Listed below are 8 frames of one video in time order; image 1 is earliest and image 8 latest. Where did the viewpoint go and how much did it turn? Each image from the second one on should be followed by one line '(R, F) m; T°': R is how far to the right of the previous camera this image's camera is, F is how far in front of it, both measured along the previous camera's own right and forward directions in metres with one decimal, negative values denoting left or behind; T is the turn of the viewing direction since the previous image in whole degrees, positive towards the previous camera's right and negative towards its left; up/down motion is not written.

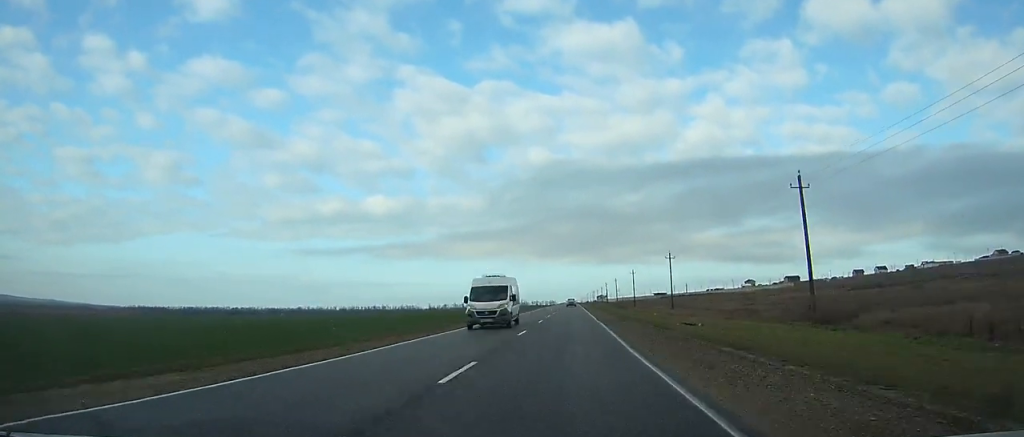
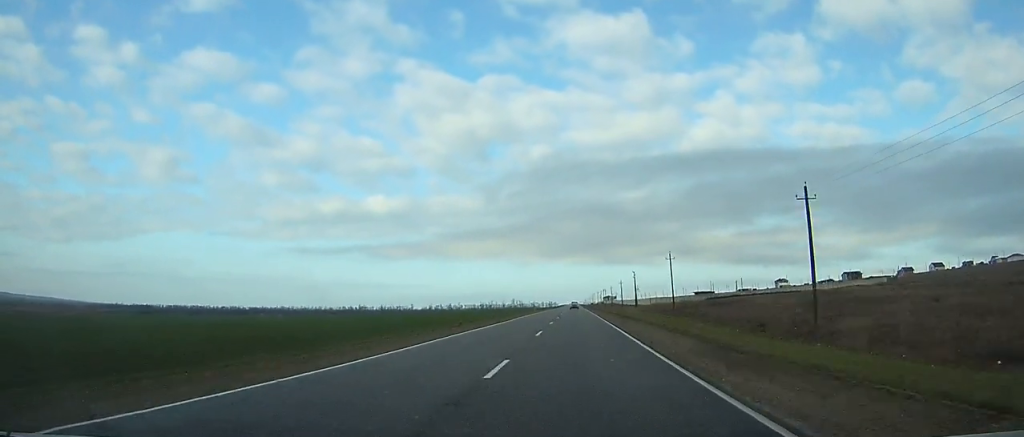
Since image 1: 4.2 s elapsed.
(+0.2, +106.9) m; 0°
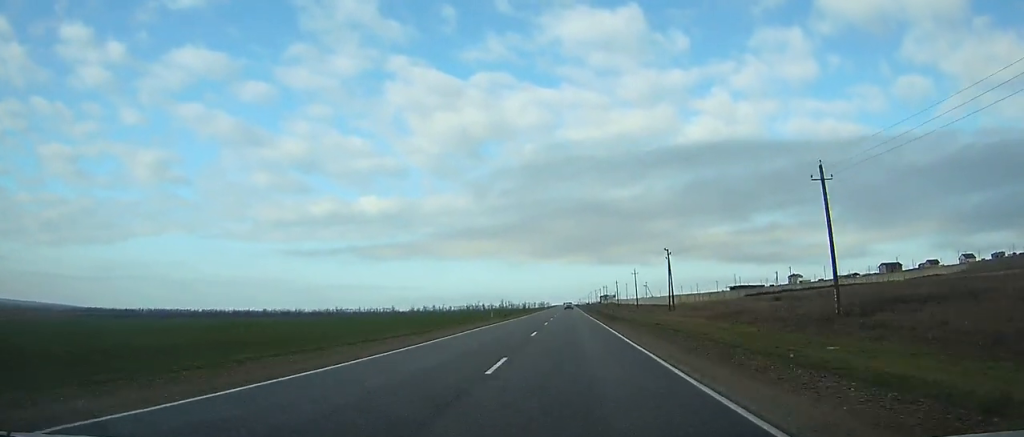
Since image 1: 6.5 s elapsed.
(0.0, +59.0) m; 0°
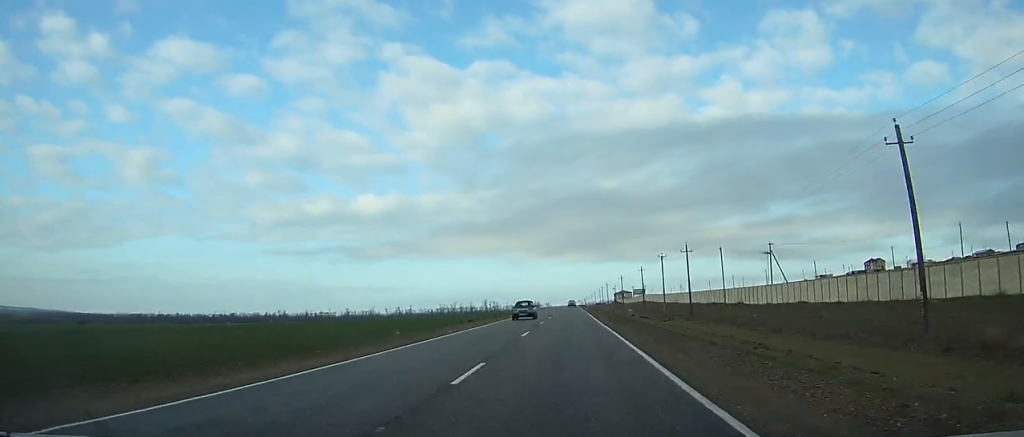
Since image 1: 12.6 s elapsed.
(-0.3, +157.6) m; 0°
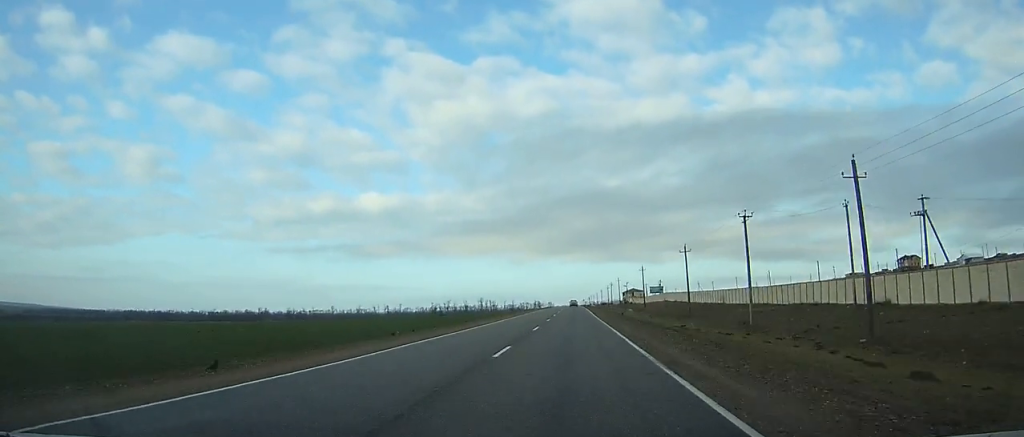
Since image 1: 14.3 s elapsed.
(0.0, +44.1) m; 0°
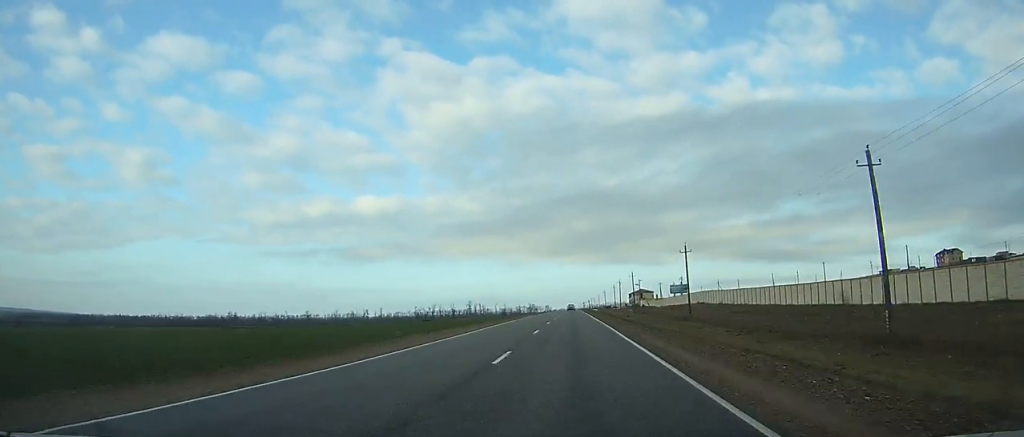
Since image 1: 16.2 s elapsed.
(0.0, +49.1) m; 0°
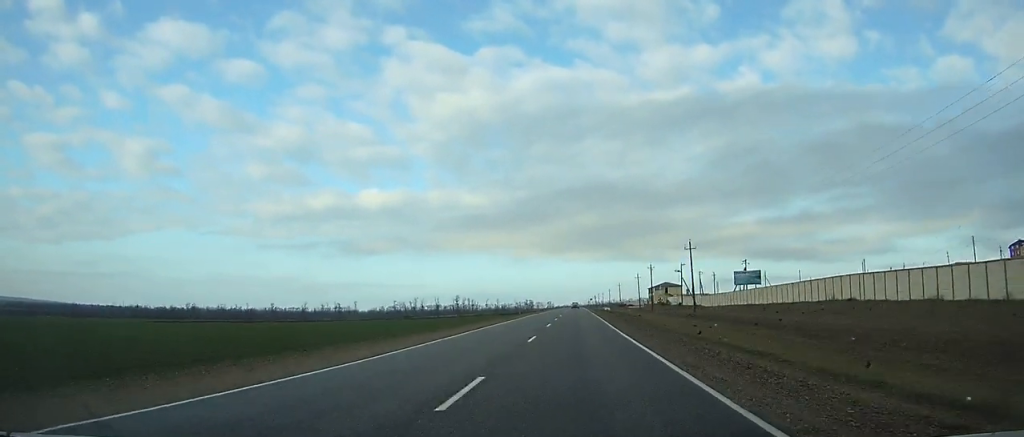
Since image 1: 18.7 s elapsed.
(0.0, +64.5) m; 0°
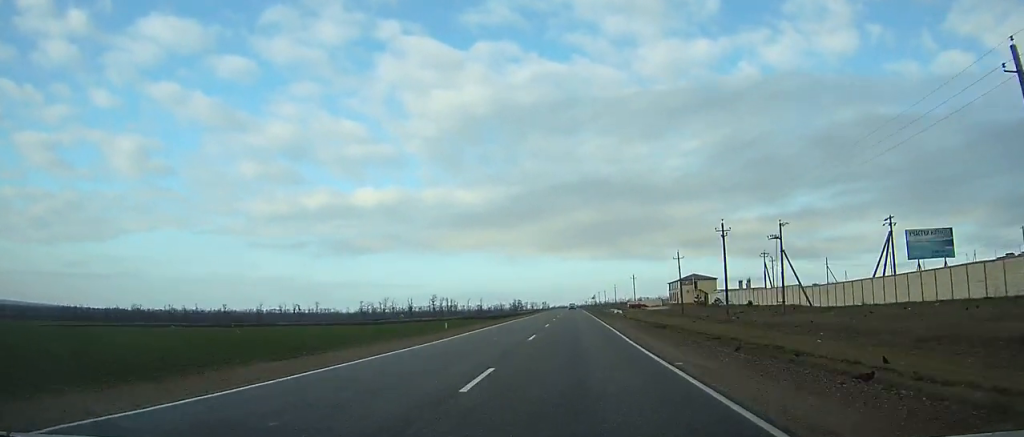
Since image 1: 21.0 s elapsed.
(-0.1, +59.3) m; 0°
